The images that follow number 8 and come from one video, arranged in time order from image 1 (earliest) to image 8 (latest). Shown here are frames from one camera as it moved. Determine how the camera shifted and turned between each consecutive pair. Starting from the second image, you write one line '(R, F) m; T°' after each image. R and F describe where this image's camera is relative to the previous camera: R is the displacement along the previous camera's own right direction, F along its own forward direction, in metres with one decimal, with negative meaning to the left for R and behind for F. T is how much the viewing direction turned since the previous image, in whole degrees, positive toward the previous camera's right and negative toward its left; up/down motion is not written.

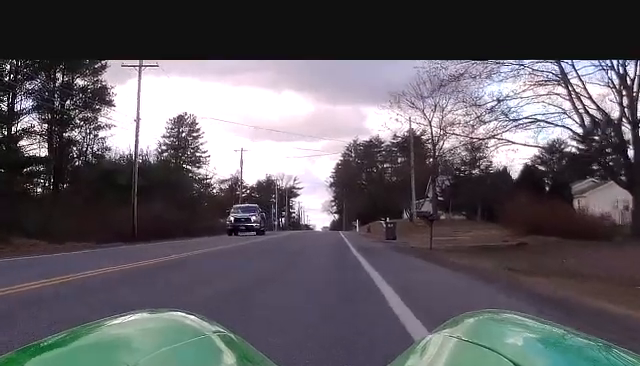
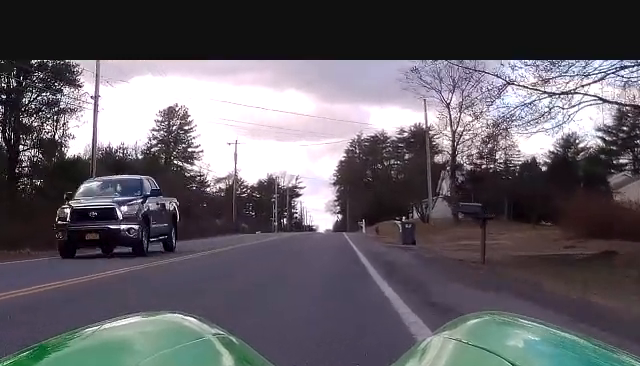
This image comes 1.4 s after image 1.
(+0.1, +10.0) m; 0°
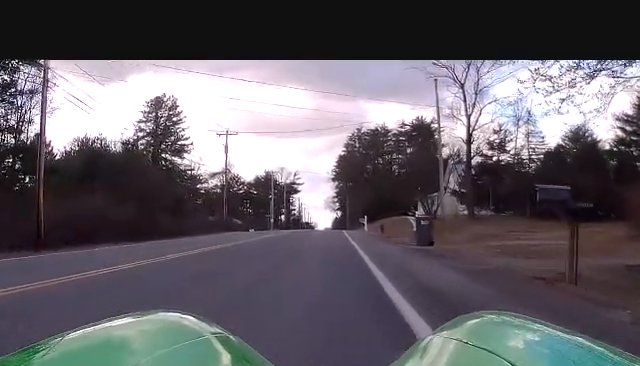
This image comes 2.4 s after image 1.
(0.0, +6.6) m; +1°
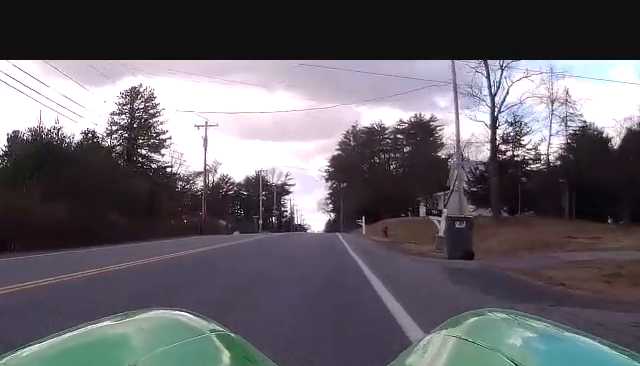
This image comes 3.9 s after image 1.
(+0.2, +10.6) m; +2°
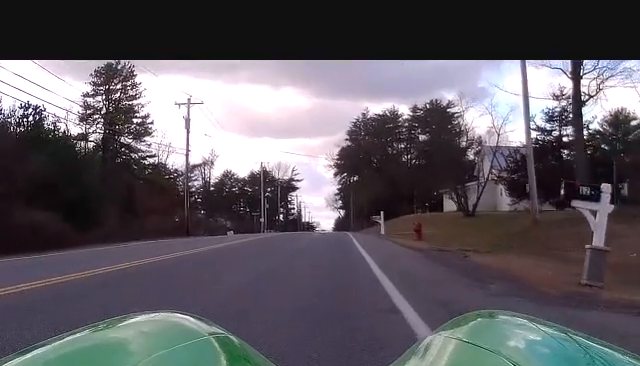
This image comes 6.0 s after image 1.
(+0.4, +15.4) m; +1°
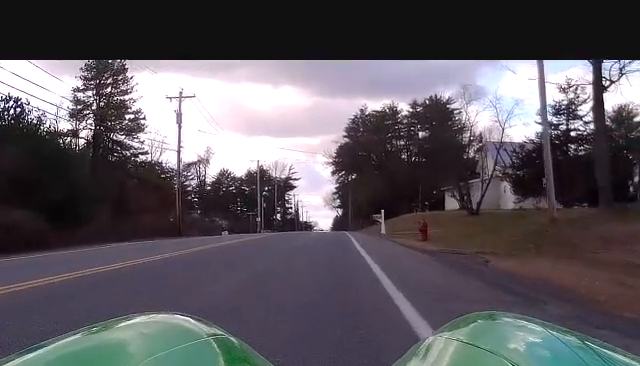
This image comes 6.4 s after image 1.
(-0.1, +2.9) m; -1°
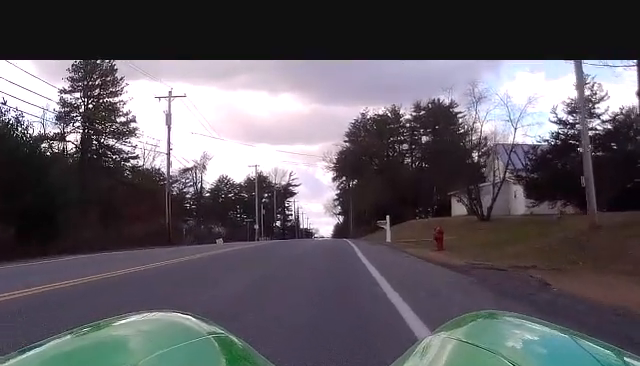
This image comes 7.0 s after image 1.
(0.0, +4.5) m; +1°
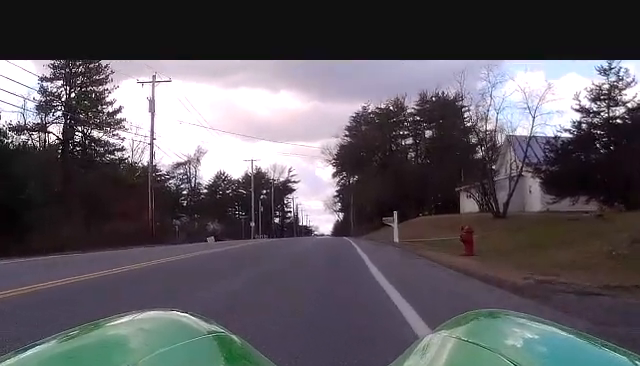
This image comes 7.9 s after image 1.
(+0.1, +5.9) m; +1°
